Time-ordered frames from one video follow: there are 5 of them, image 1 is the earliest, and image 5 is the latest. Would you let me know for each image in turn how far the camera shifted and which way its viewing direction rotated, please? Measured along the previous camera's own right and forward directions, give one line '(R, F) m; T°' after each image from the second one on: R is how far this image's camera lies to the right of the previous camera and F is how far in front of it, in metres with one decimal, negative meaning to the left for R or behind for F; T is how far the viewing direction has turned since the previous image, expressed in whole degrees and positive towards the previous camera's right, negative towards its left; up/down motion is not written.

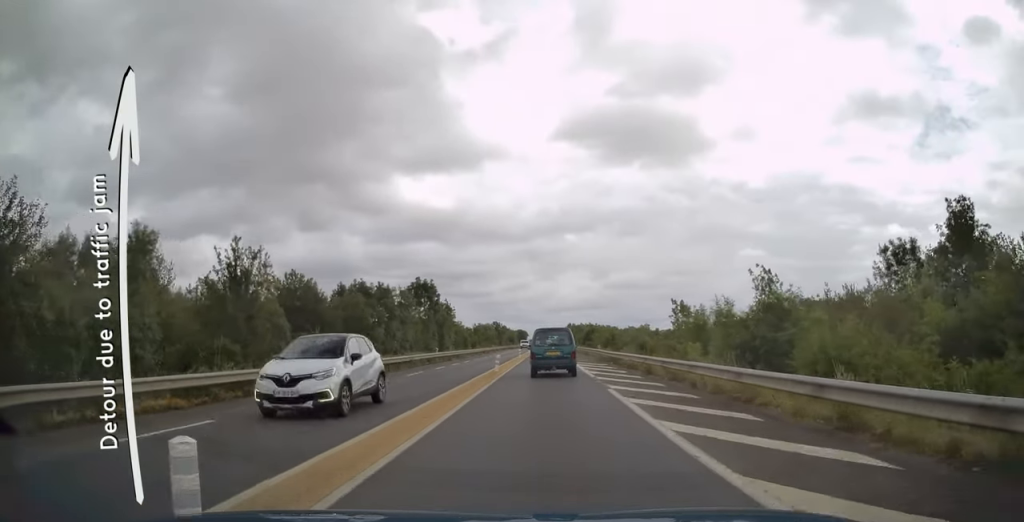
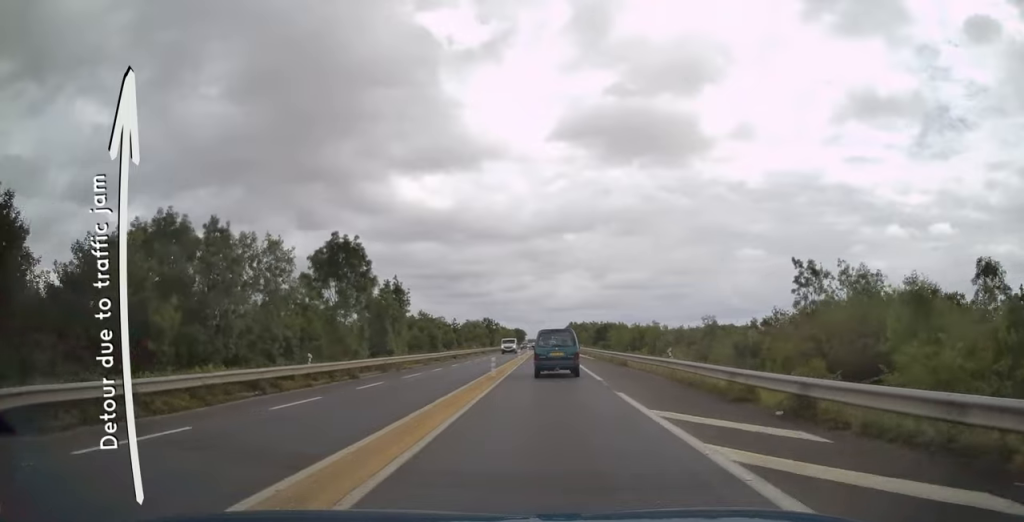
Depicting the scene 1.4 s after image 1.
(+0.1, +27.6) m; +1°
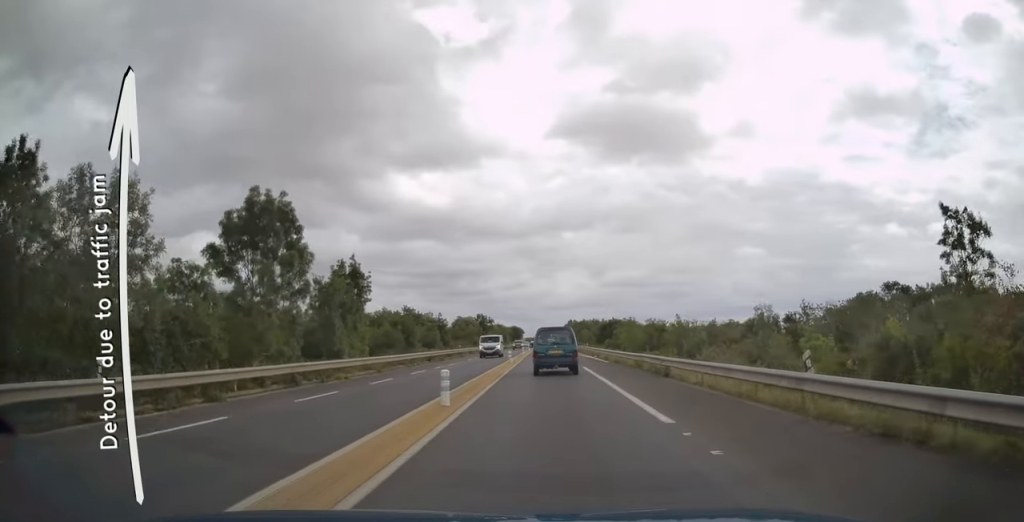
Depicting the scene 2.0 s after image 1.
(+0.3, +11.8) m; 0°
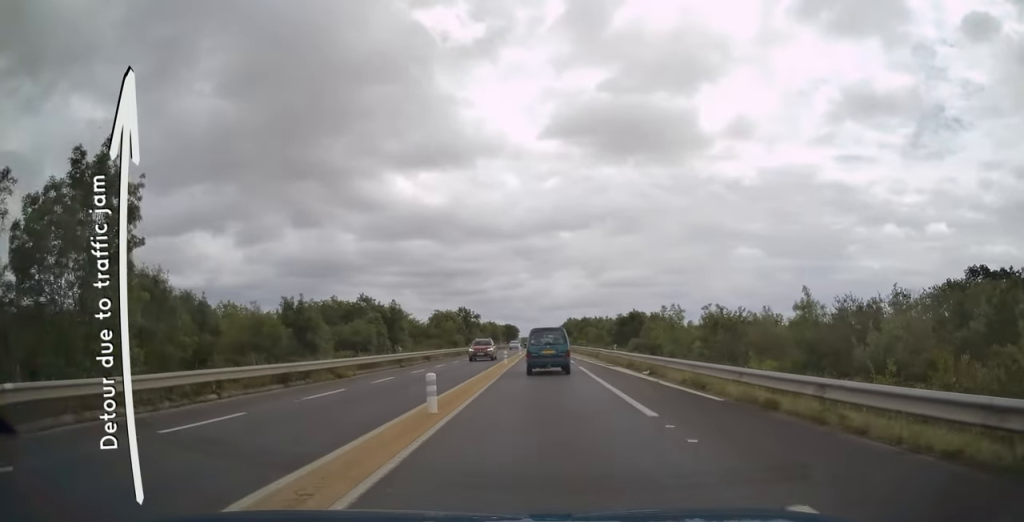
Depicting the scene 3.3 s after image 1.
(-0.4, +25.2) m; -1°
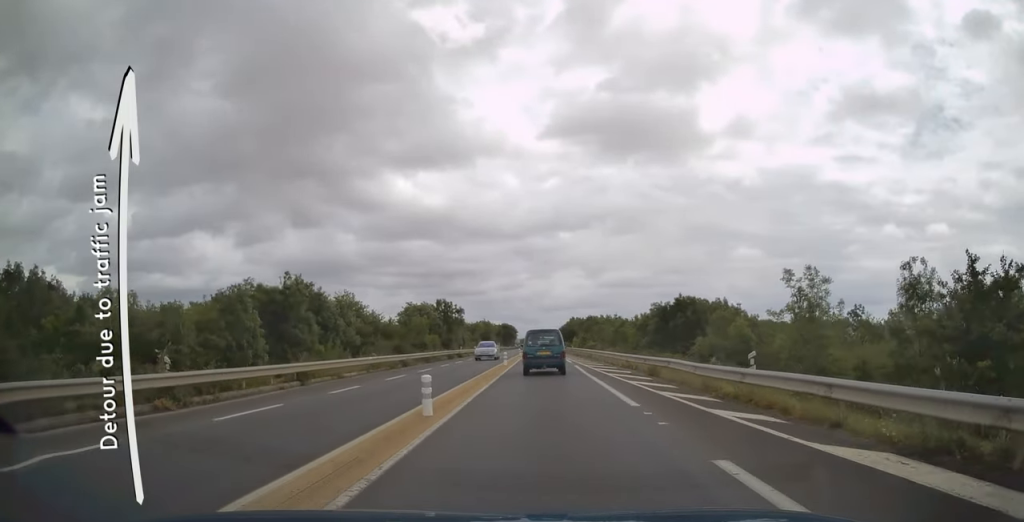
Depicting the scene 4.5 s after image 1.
(+0.2, +24.3) m; +1°
